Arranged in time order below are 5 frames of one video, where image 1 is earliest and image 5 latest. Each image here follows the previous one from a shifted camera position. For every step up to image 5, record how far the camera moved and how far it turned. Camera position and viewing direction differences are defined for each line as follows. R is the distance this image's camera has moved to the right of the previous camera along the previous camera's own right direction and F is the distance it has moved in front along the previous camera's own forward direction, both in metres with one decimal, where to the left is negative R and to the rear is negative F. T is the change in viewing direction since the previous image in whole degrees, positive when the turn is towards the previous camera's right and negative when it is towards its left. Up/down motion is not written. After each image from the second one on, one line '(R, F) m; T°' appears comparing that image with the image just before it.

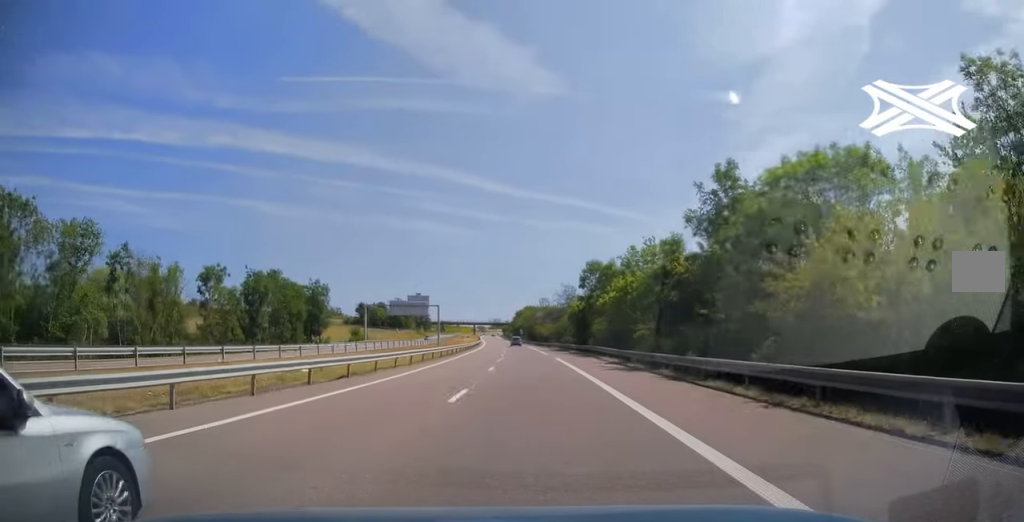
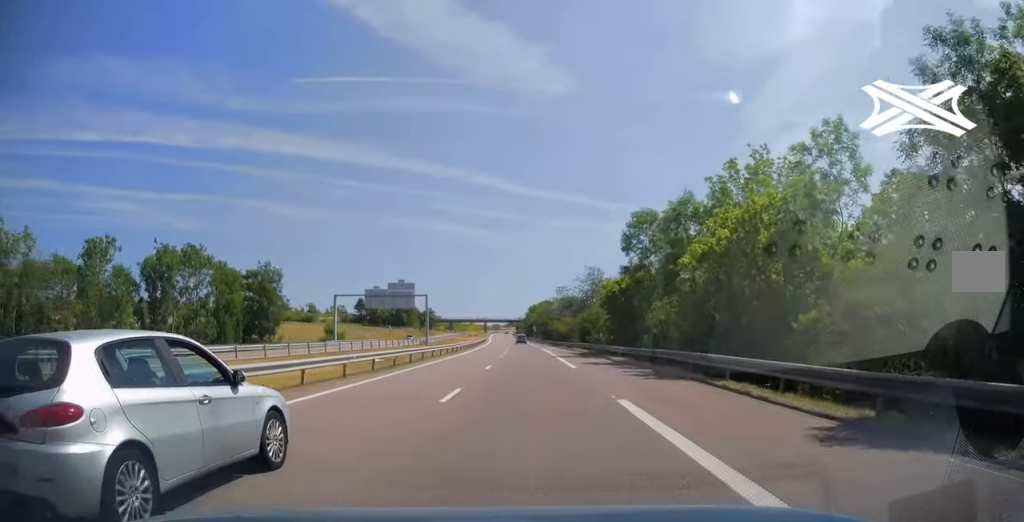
(-0.7, +26.4) m; -1°
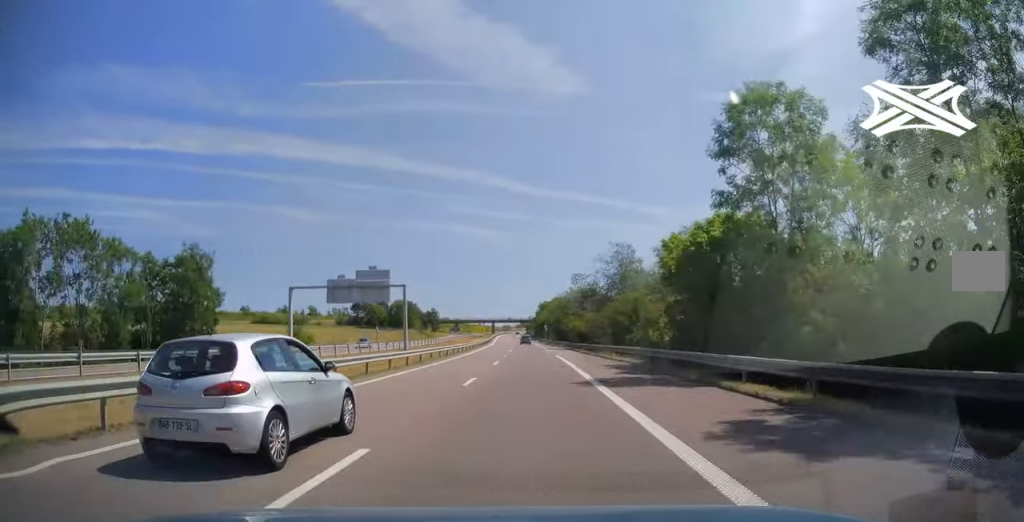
(-0.1, +21.7) m; -1°
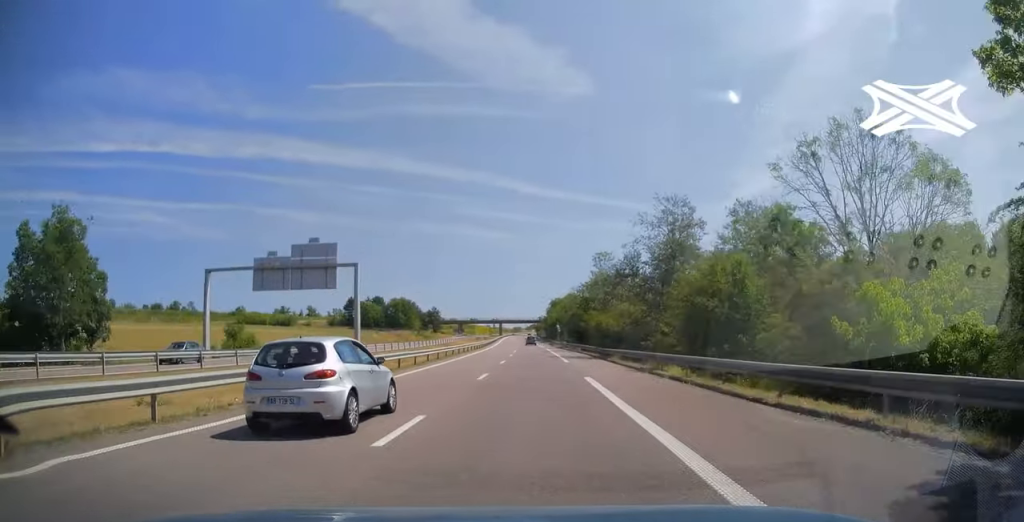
(-0.3, +22.7) m; -1°
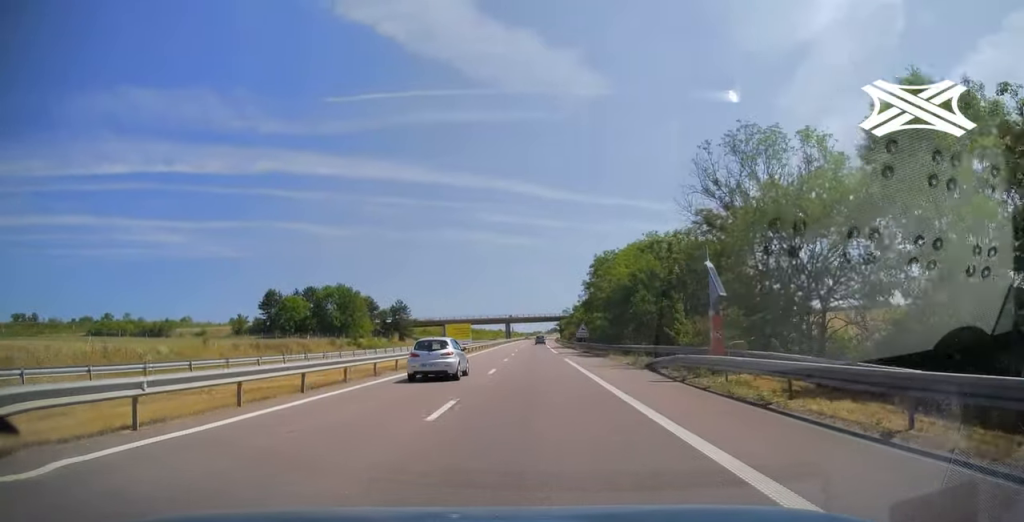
(-1.7, +89.0) m; -1°
